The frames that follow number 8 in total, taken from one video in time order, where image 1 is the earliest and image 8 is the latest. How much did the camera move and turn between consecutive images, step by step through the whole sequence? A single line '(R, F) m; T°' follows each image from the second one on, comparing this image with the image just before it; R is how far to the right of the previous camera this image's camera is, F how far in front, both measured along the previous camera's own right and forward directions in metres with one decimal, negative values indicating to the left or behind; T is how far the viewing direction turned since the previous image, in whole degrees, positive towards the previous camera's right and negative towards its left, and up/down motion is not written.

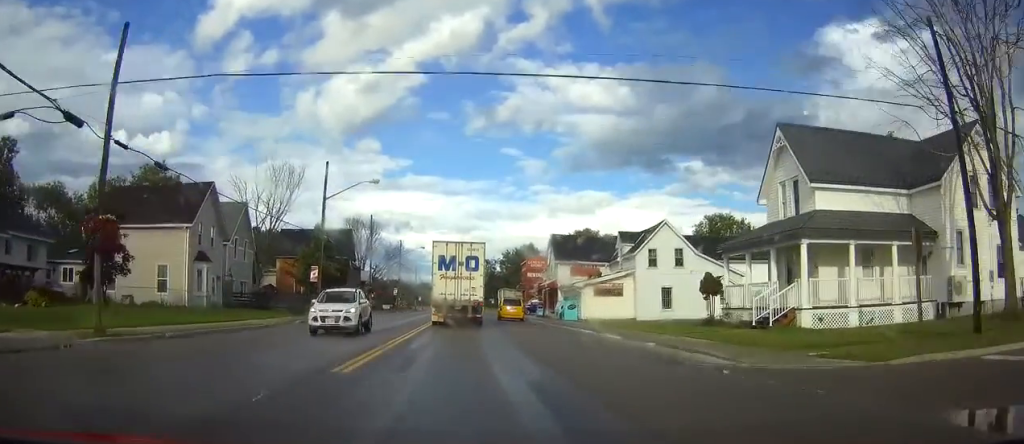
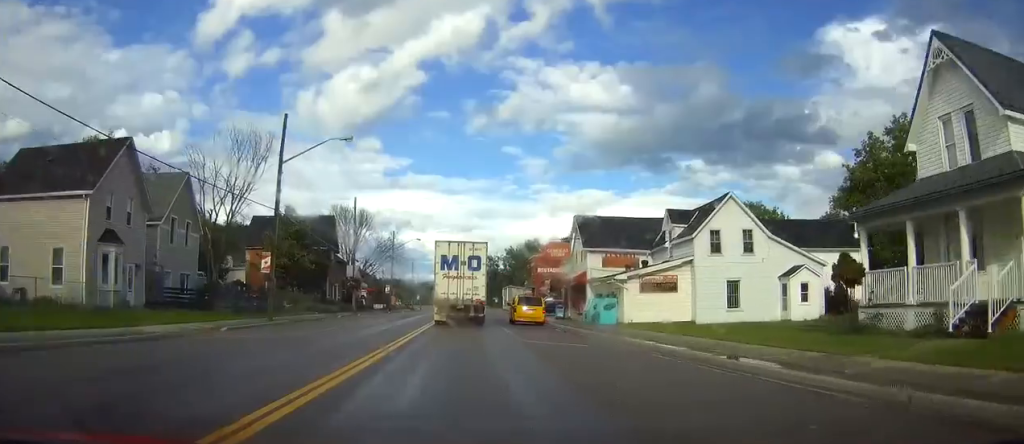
(0.0, +12.3) m; 0°
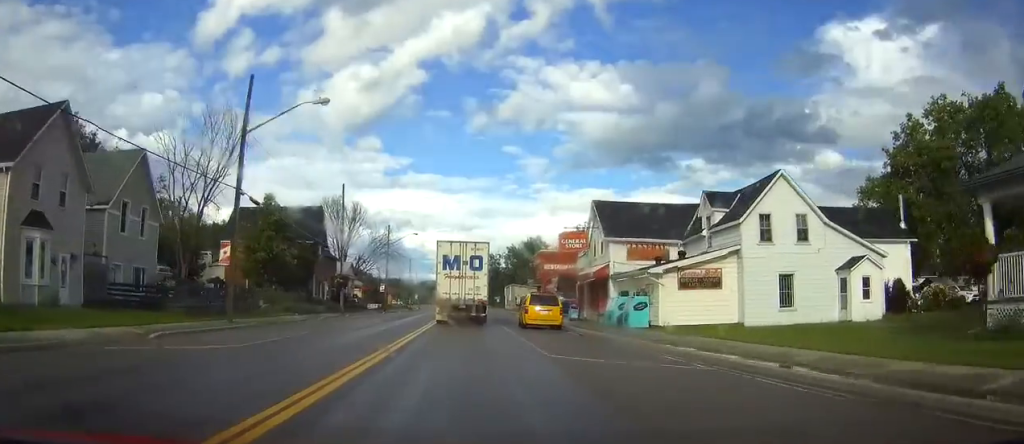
(0.0, +6.5) m; 0°
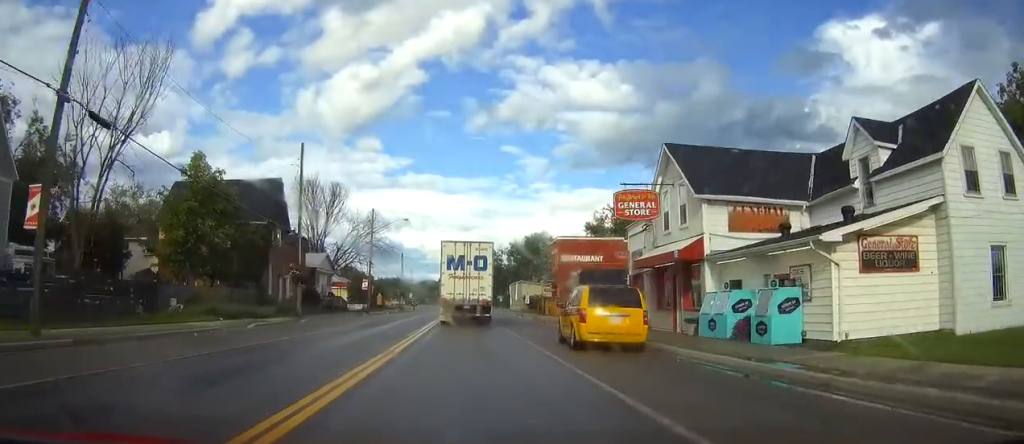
(0.0, +14.7) m; 0°
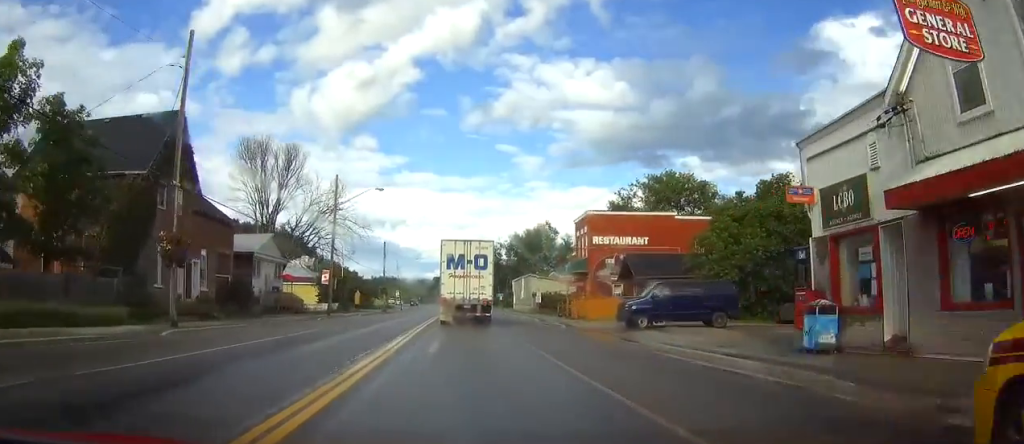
(0.0, +18.2) m; -1°
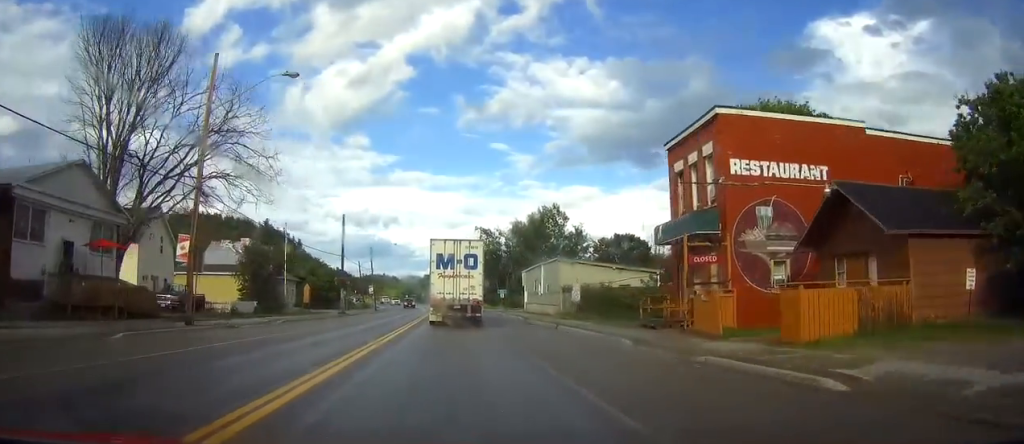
(-1.0, +26.5) m; -4°
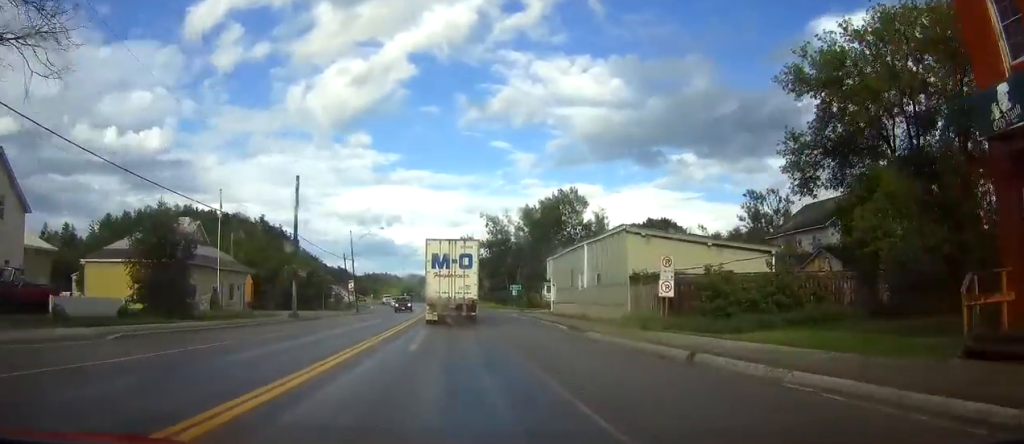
(-0.3, +19.4) m; -1°
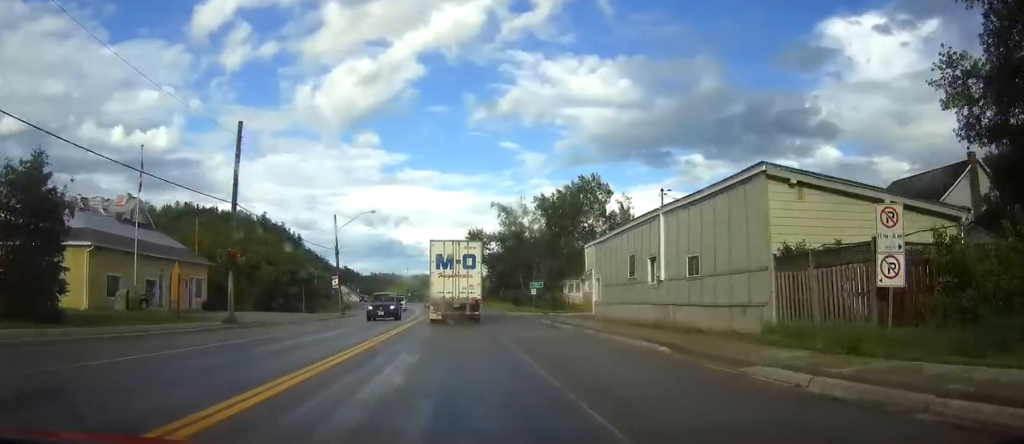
(0.0, +14.0) m; 0°
